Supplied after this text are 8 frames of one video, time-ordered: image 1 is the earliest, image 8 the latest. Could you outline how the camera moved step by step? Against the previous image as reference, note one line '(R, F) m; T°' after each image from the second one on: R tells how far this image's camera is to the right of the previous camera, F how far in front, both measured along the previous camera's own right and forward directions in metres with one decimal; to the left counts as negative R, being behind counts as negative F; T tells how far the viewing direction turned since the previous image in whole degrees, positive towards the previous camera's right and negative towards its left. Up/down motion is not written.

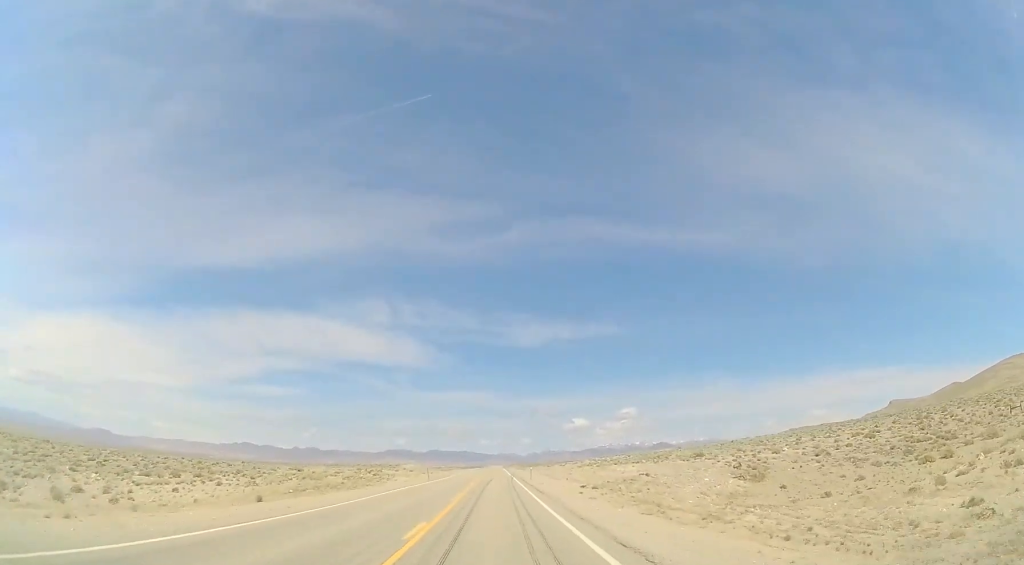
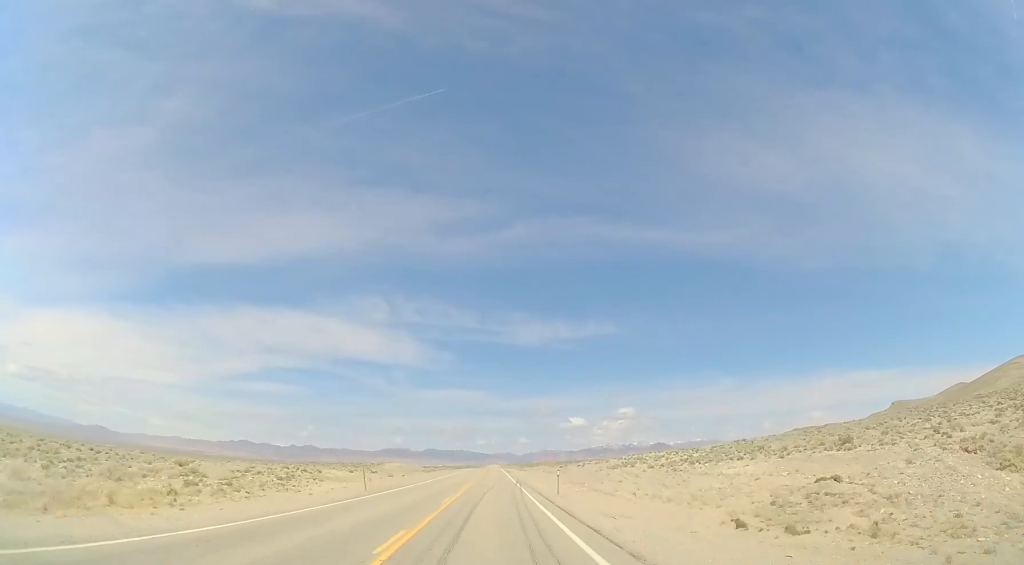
(+0.1, +28.3) m; +1°
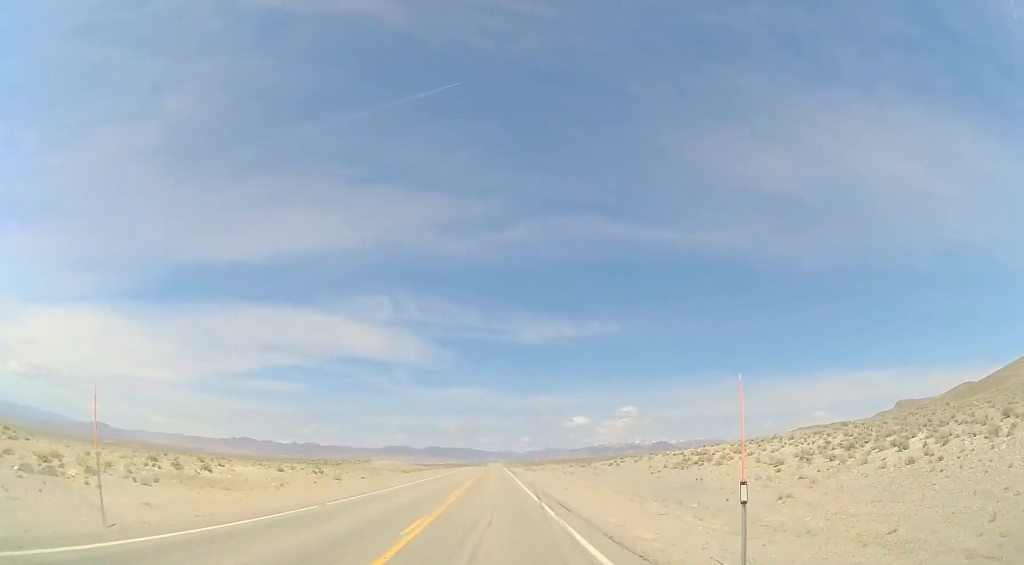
(-0.1, +23.3) m; -1°
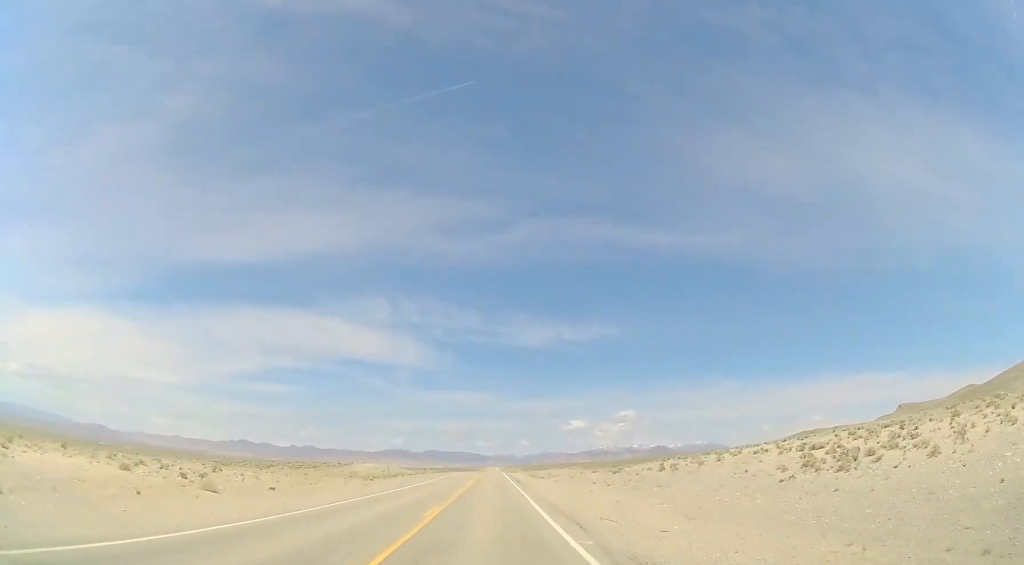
(+0.1, +19.5) m; +1°
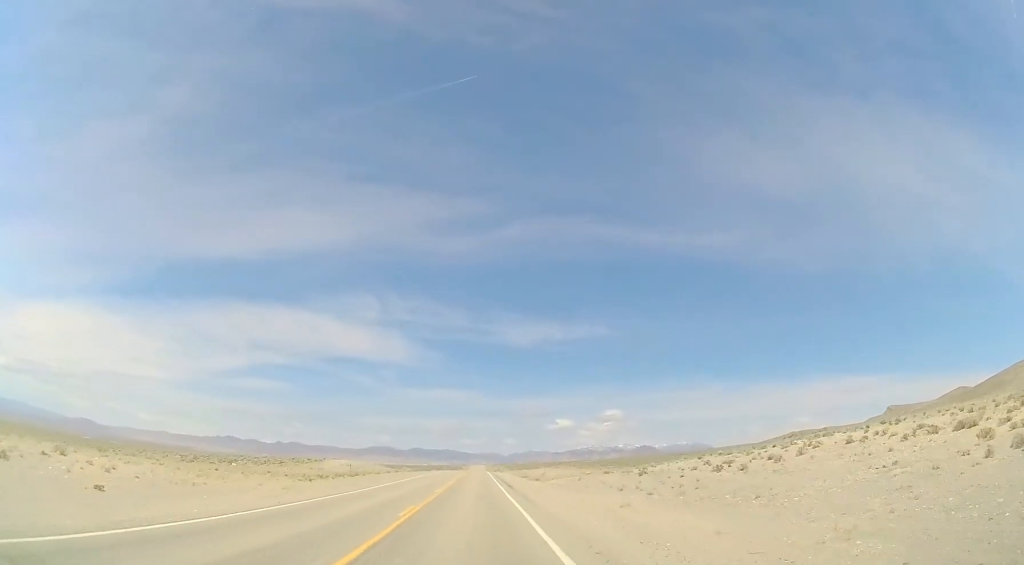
(0.0, +12.6) m; 0°
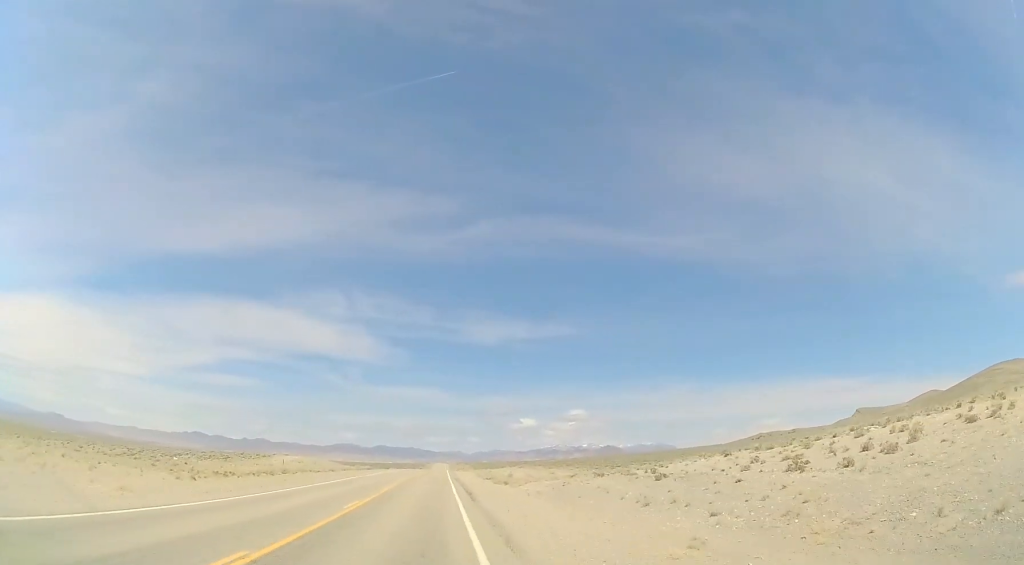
(0.0, +11.6) m; +2°
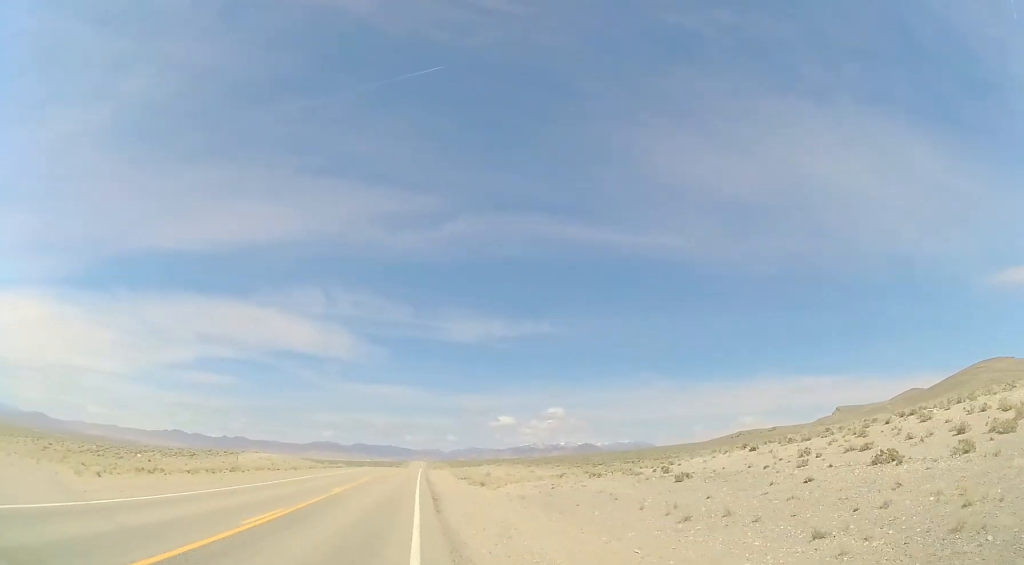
(+0.1, +6.6) m; +3°
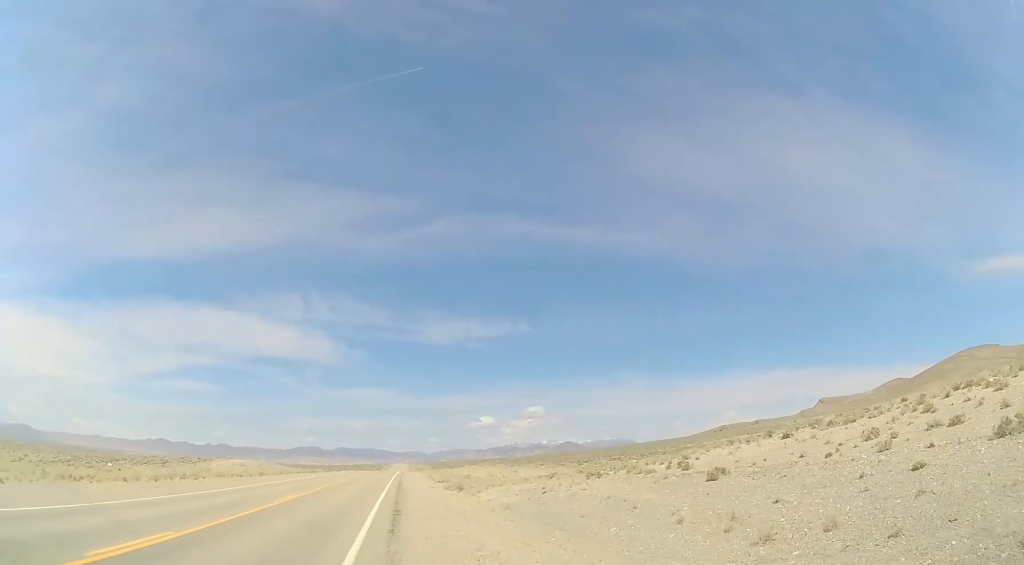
(+0.1, +5.8) m; +3°
